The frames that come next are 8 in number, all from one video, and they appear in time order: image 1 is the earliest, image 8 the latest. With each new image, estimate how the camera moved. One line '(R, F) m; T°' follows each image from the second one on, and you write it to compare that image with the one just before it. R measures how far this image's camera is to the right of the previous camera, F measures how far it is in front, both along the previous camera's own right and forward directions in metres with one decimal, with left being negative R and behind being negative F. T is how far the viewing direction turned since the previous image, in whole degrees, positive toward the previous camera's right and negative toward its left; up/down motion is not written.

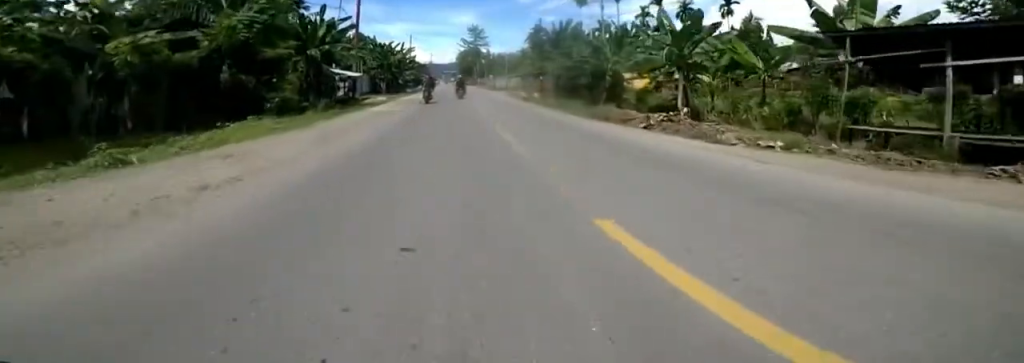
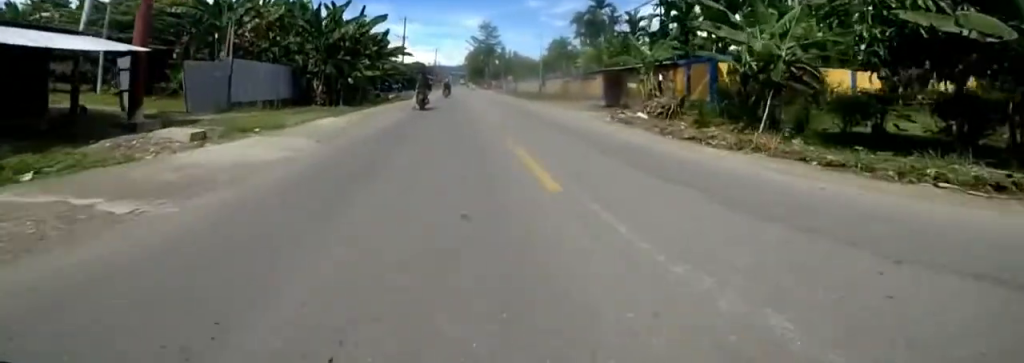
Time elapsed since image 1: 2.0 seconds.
(+0.4, +20.9) m; +1°
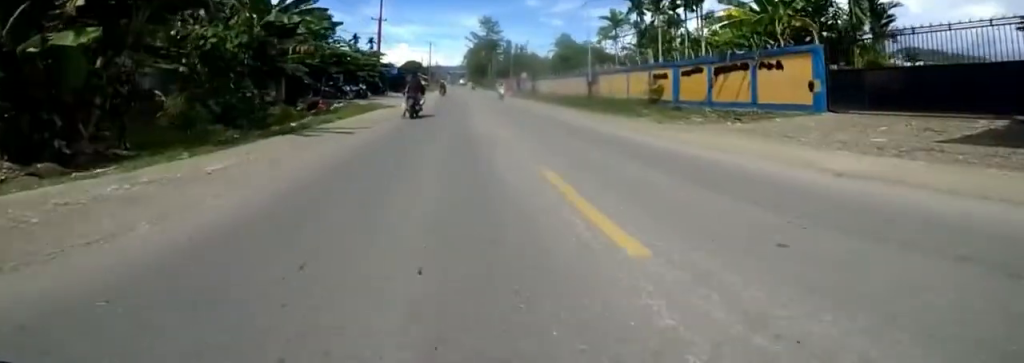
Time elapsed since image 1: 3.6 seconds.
(-0.8, +16.5) m; -8°
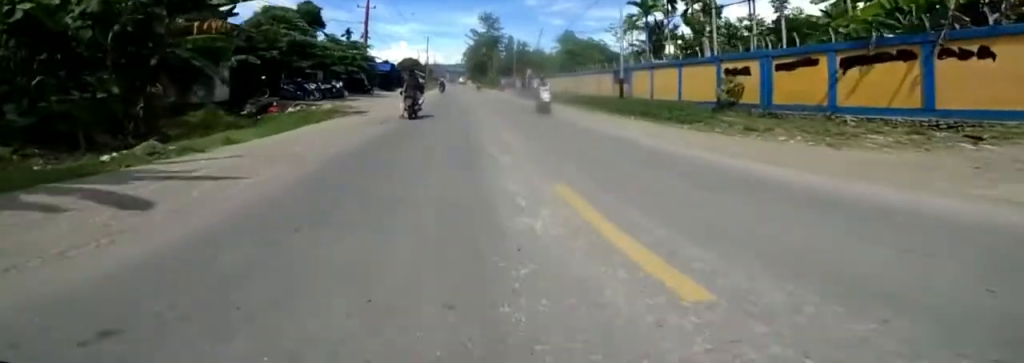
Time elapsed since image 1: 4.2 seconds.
(-0.5, +5.8) m; -1°
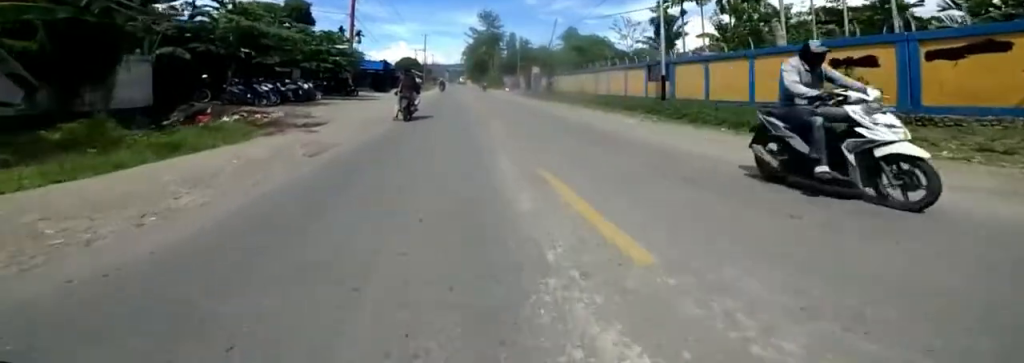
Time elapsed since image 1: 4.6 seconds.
(-0.1, +4.6) m; +1°
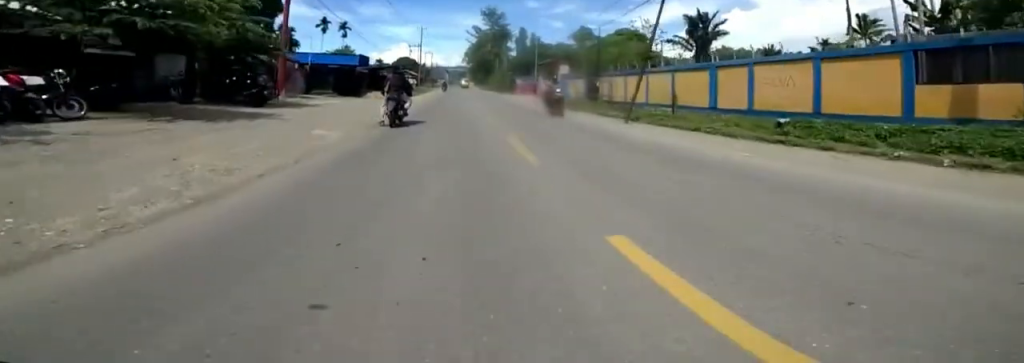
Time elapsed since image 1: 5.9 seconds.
(+1.3, +12.5) m; +6°
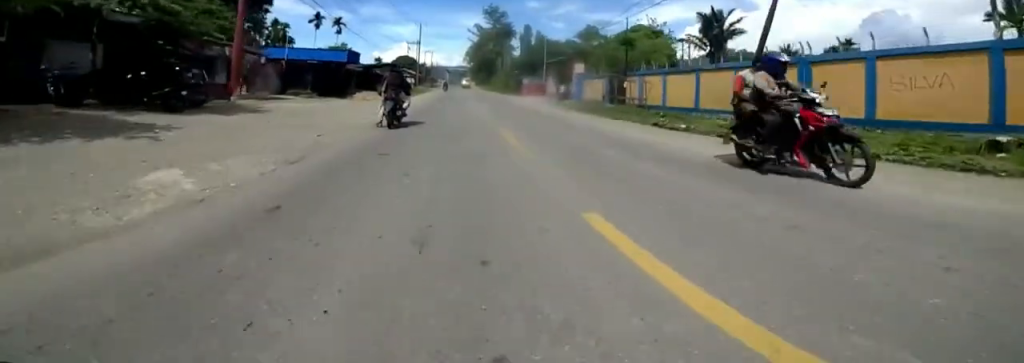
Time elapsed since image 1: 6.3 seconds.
(+0.4, +4.3) m; -1°
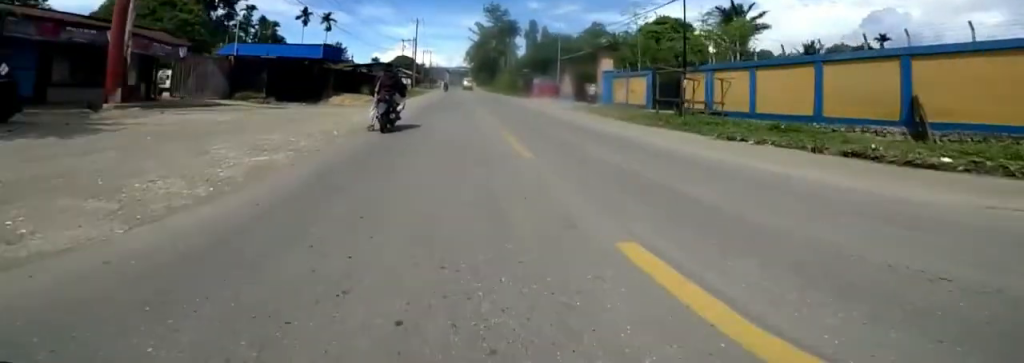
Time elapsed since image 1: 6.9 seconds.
(-0.5, +5.9) m; 0°
